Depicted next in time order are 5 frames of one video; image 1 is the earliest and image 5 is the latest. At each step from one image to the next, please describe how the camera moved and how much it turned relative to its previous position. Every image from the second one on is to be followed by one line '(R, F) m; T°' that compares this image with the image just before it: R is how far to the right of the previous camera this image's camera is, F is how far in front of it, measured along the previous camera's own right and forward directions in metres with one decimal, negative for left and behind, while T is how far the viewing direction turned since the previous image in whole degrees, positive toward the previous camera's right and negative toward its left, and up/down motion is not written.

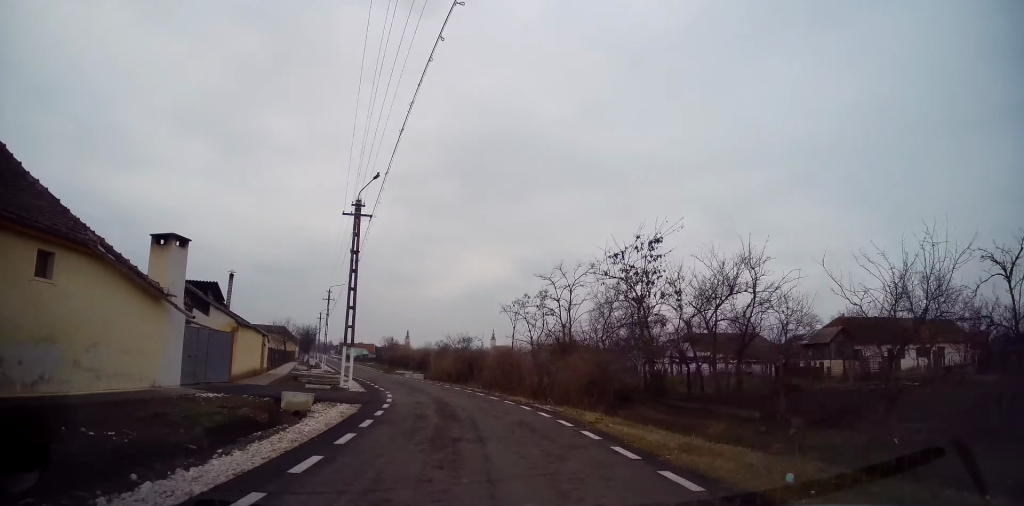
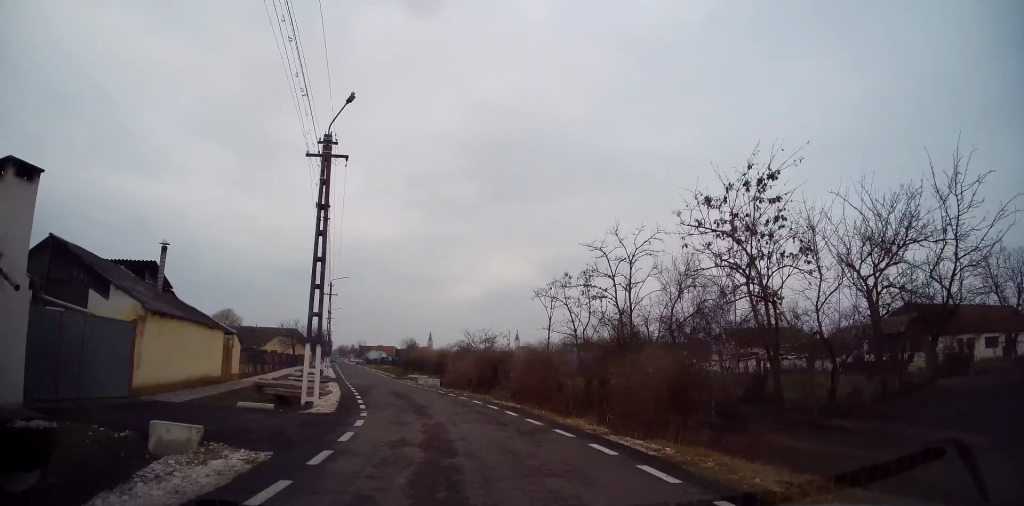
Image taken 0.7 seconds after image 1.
(-0.3, +6.9) m; -3°
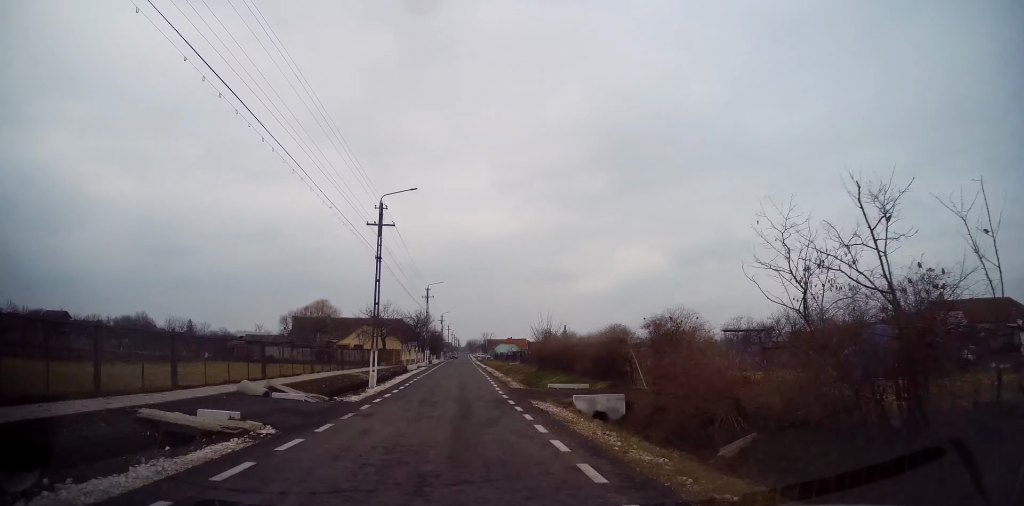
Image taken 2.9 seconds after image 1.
(-1.8, +23.1) m; -10°
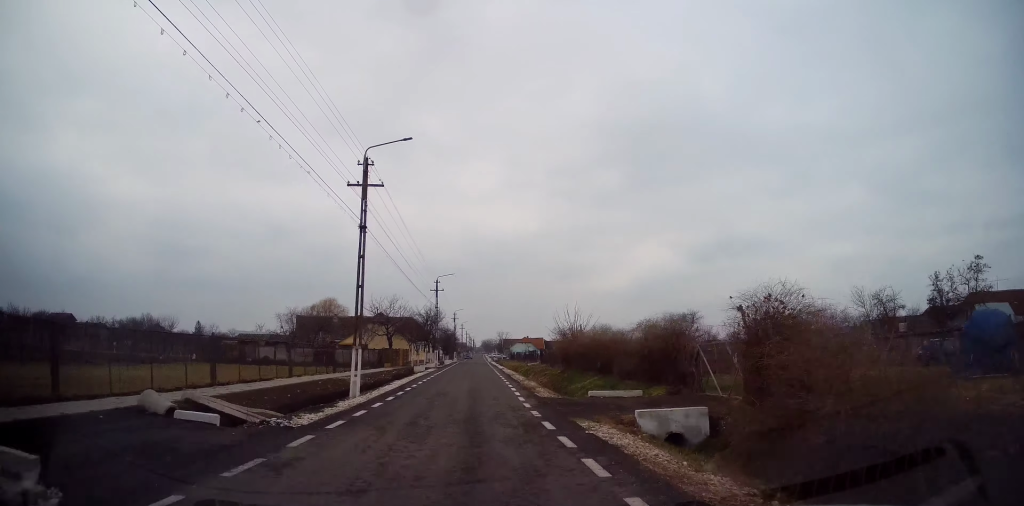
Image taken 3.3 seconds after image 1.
(-0.1, +5.7) m; -3°
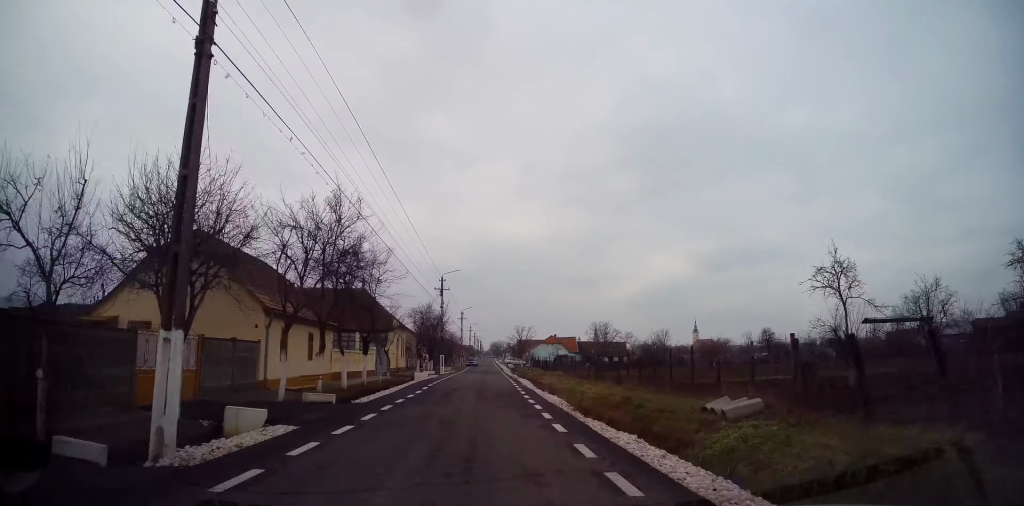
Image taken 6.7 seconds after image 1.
(-3.3, +43.2) m; -5°
